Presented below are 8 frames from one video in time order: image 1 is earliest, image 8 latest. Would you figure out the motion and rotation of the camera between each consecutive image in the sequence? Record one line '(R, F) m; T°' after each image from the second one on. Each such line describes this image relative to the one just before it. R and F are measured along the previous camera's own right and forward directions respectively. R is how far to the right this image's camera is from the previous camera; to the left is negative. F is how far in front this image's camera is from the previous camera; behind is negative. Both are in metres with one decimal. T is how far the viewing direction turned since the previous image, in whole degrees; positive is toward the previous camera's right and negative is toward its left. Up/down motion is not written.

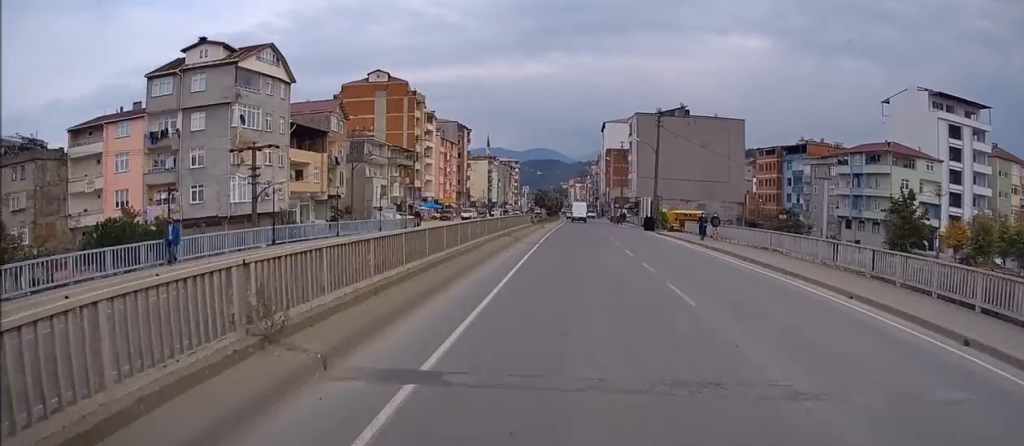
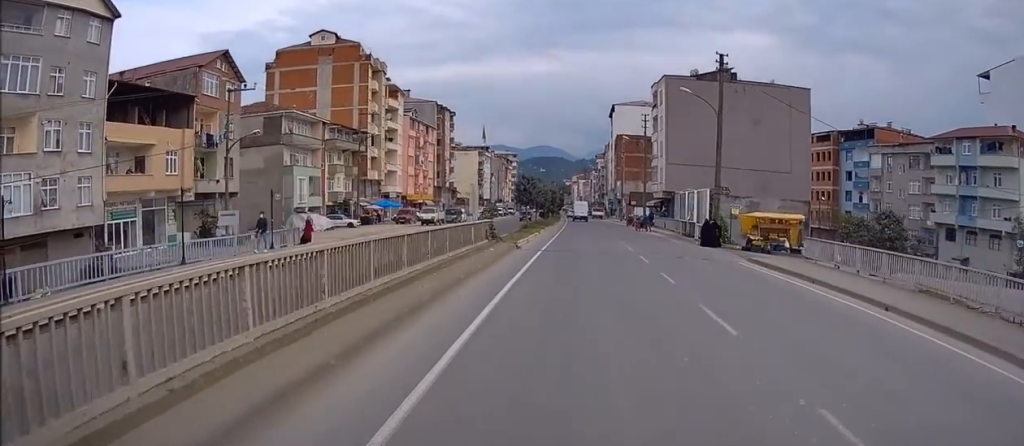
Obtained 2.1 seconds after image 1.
(0.0, +26.6) m; 0°
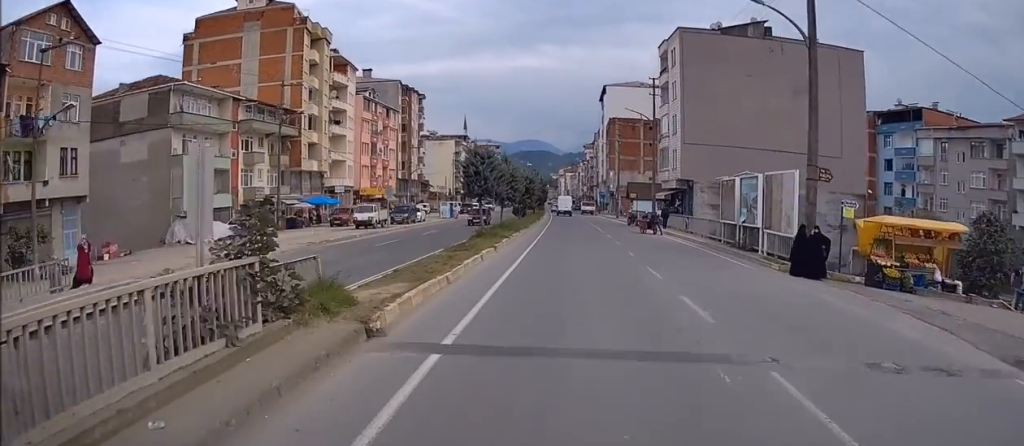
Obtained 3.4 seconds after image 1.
(0.0, +16.8) m; 0°
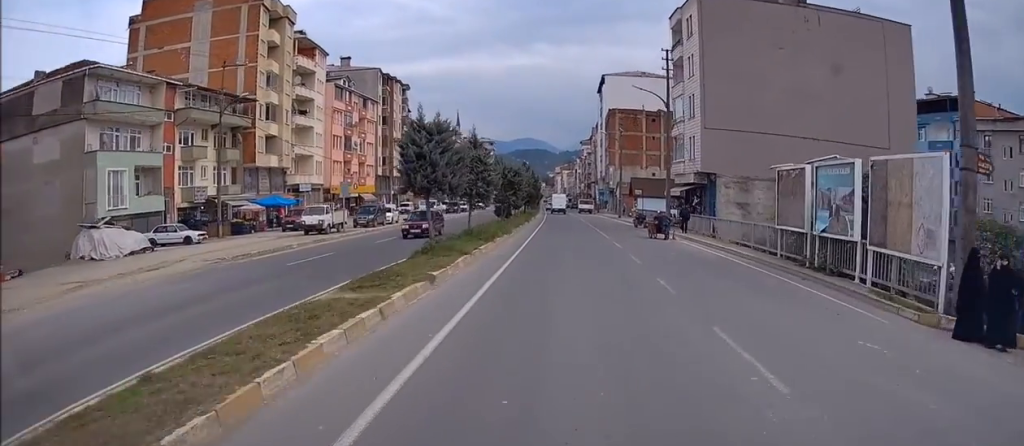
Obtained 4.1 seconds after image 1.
(+0.1, +9.2) m; 0°
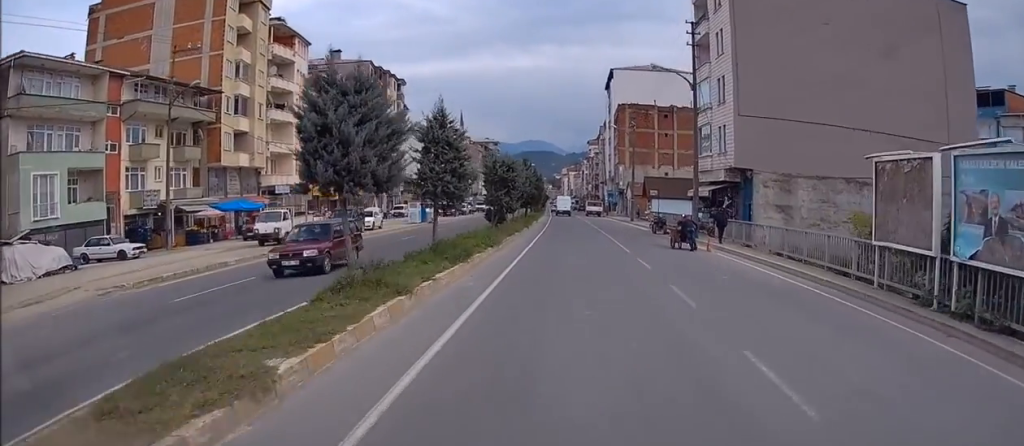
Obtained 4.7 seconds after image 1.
(+0.1, +7.1) m; 0°
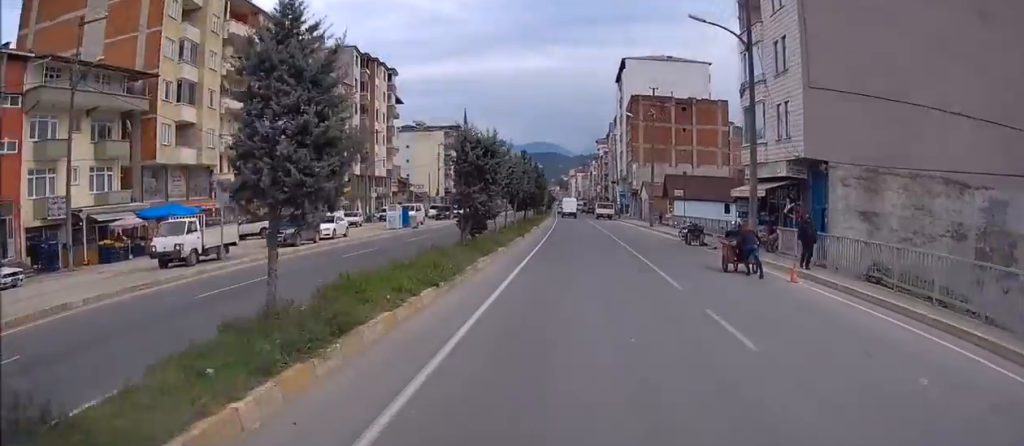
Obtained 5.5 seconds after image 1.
(-0.1, +9.7) m; -1°
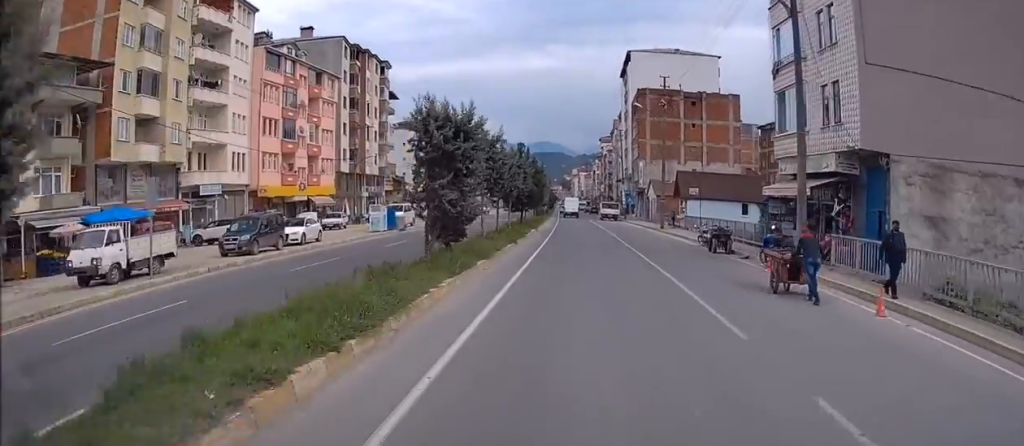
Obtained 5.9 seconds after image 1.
(0.0, +5.1) m; 0°
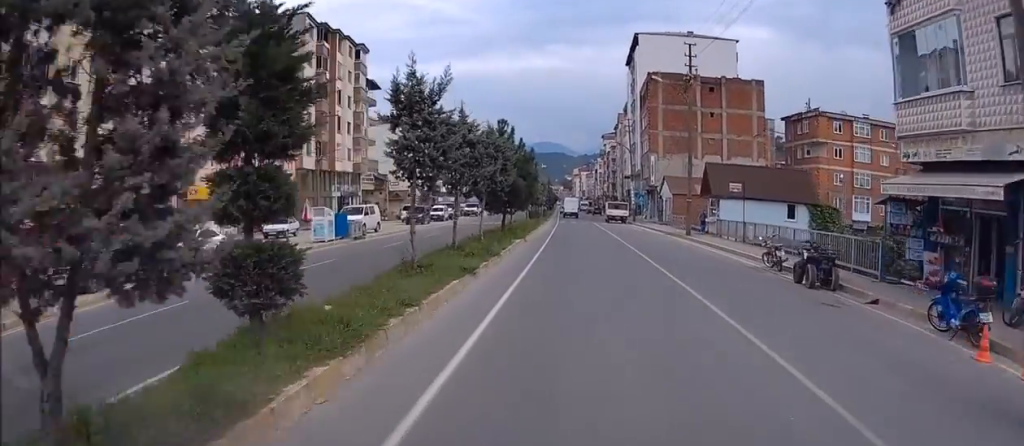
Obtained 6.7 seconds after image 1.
(-0.1, +11.0) m; 0°
